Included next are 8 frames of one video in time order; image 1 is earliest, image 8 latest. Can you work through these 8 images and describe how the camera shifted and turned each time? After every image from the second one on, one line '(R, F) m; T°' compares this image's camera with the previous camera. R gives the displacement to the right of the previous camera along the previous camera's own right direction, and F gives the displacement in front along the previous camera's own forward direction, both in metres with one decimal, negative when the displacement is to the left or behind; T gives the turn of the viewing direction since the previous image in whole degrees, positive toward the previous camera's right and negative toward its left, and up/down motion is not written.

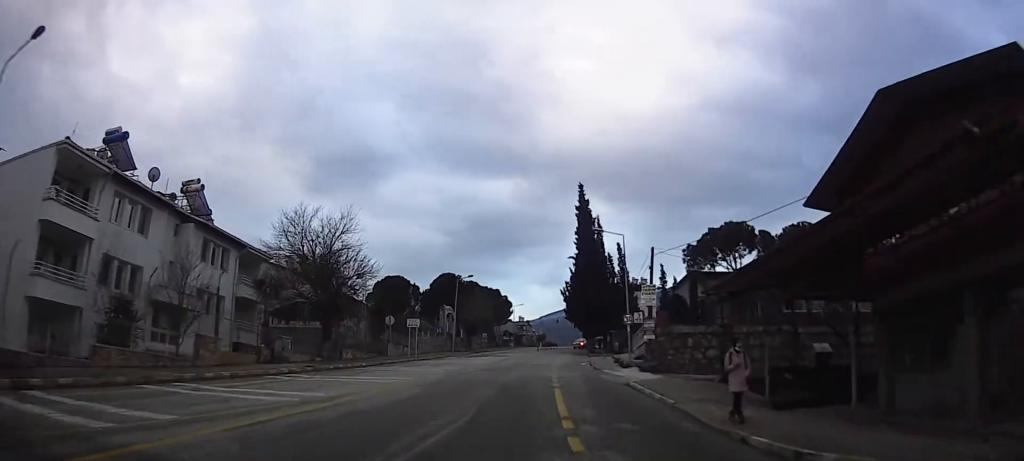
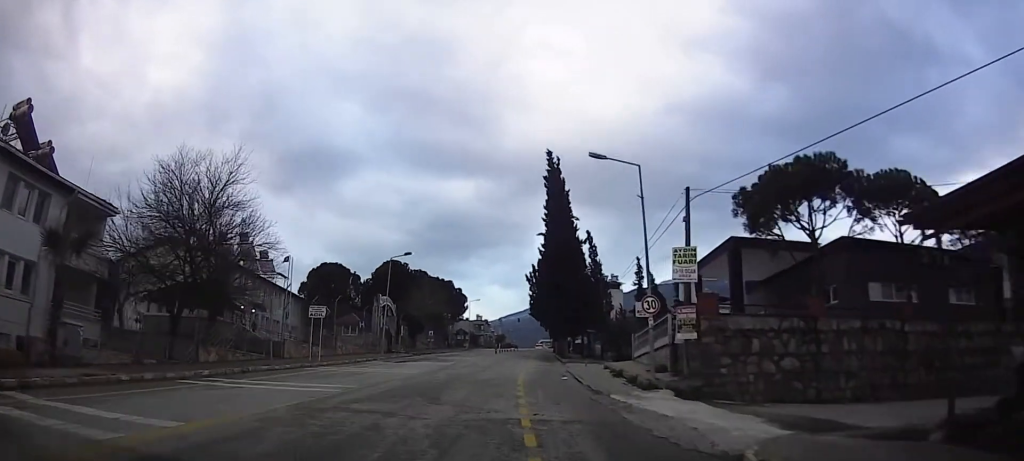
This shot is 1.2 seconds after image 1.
(+0.2, +12.9) m; +6°
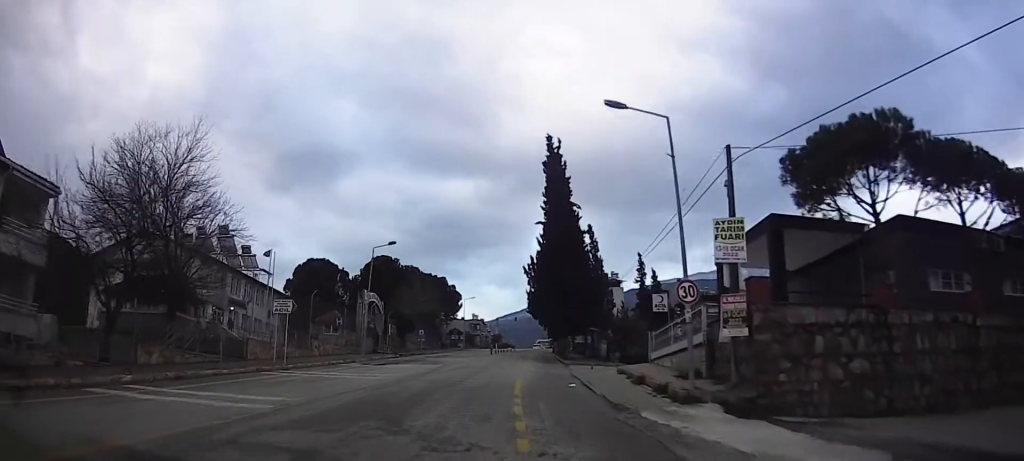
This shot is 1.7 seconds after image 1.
(+0.4, +4.2) m; +3°
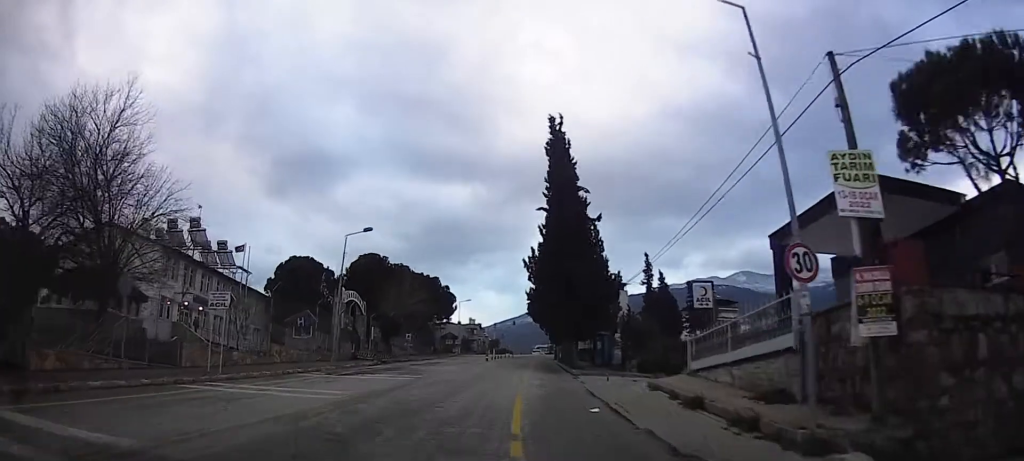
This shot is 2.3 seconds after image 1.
(+0.3, +6.1) m; +3°
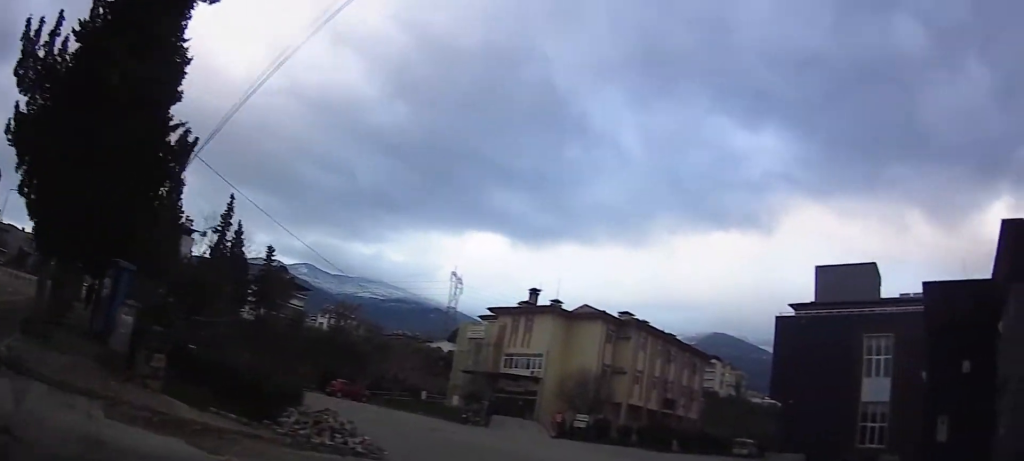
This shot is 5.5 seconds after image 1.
(+4.2, +23.8) m; +36°
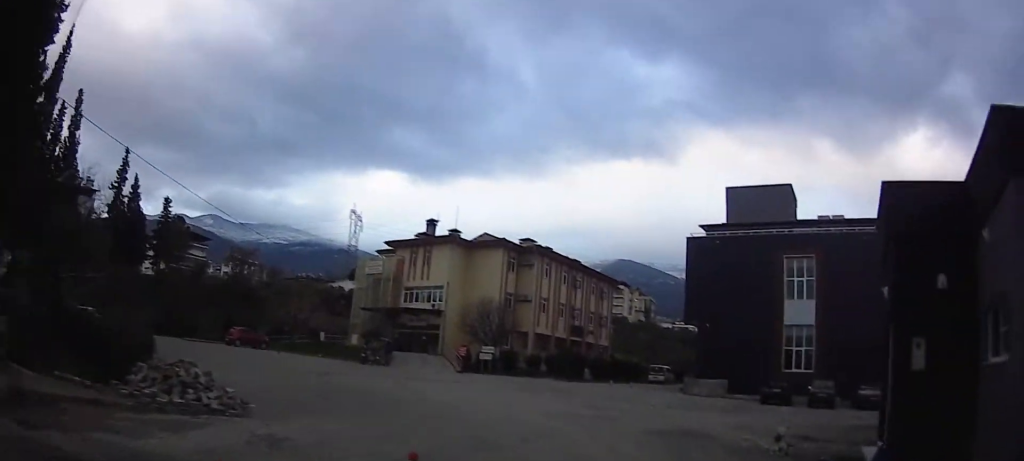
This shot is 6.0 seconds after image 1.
(+0.4, +2.6) m; +7°
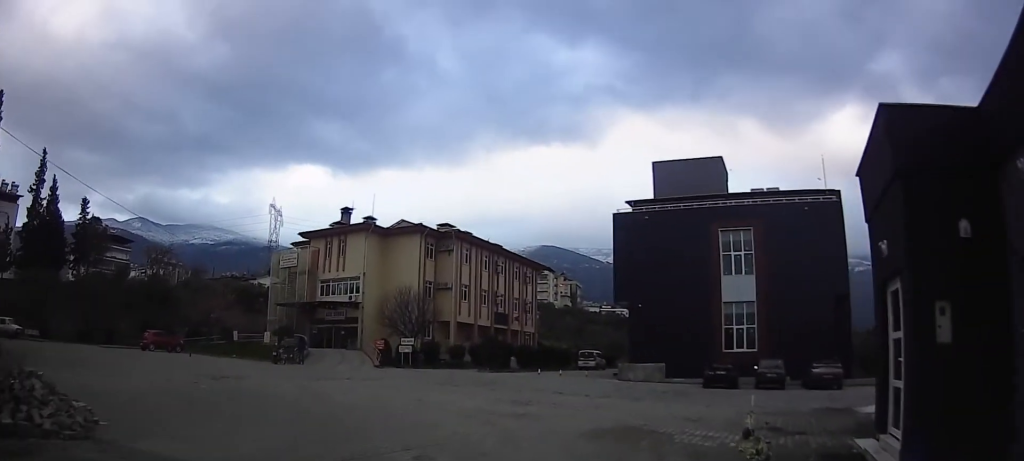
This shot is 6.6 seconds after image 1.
(+0.1, +3.2) m; +2°
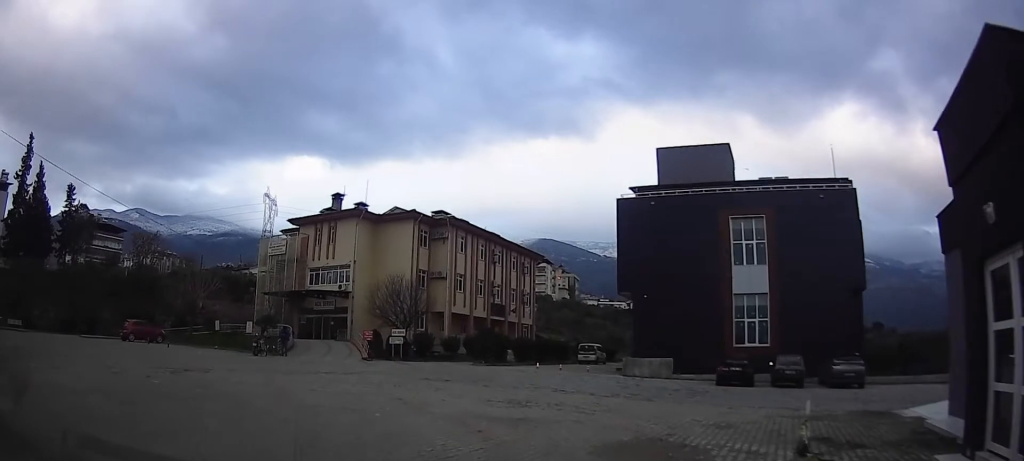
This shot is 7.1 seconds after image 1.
(0.0, +2.9) m; 0°
